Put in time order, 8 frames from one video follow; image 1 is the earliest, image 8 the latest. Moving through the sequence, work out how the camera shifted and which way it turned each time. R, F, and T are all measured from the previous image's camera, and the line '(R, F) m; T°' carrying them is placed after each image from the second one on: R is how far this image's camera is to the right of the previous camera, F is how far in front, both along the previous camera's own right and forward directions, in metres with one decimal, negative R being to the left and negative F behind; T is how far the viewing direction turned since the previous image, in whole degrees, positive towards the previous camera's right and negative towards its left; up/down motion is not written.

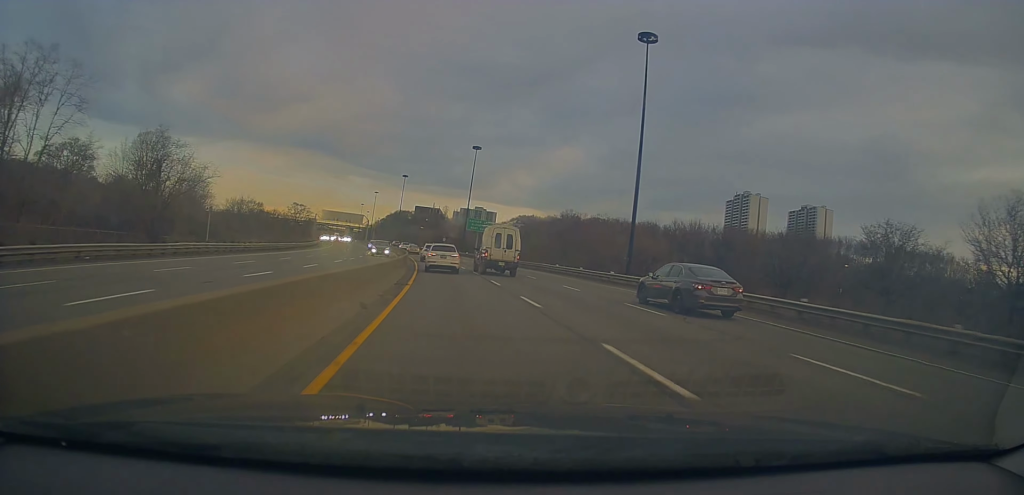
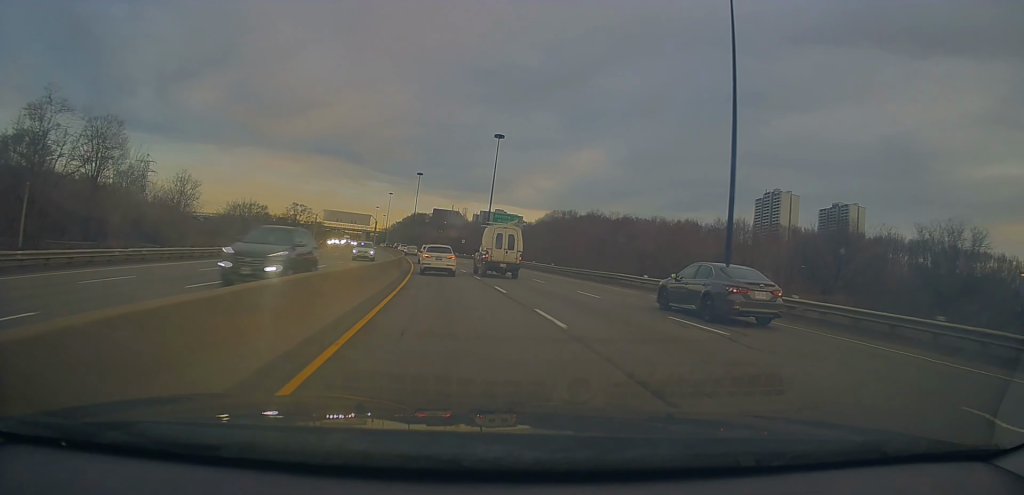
(-0.3, +22.1) m; -1°
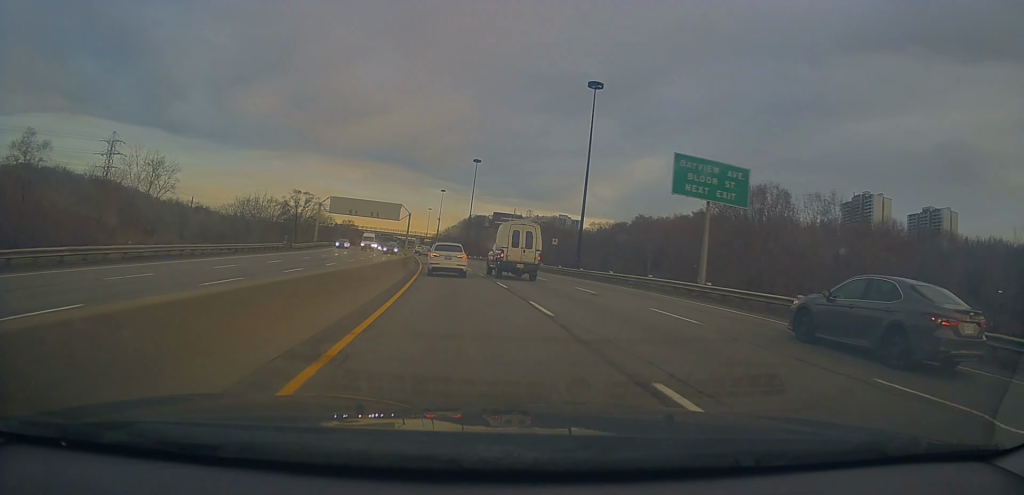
(-1.7, +52.2) m; -5°
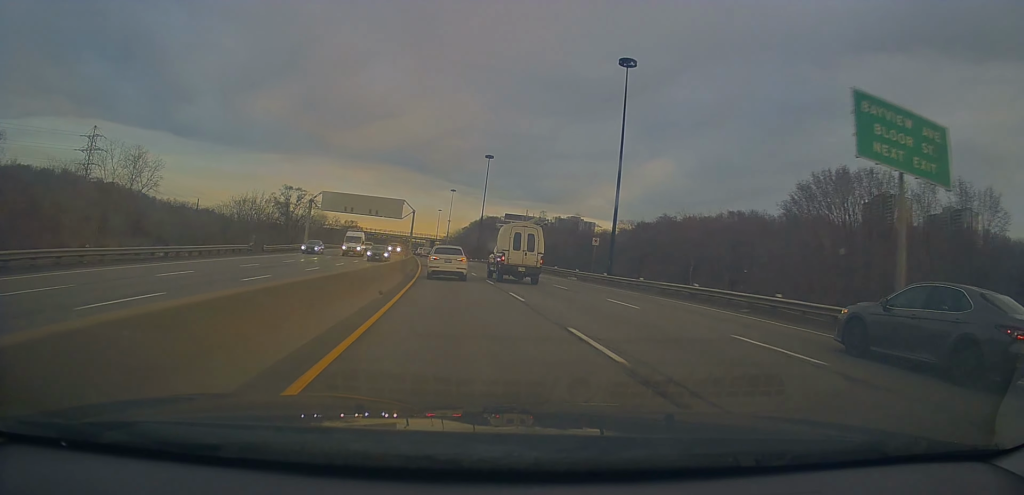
(-0.2, +13.7) m; -2°
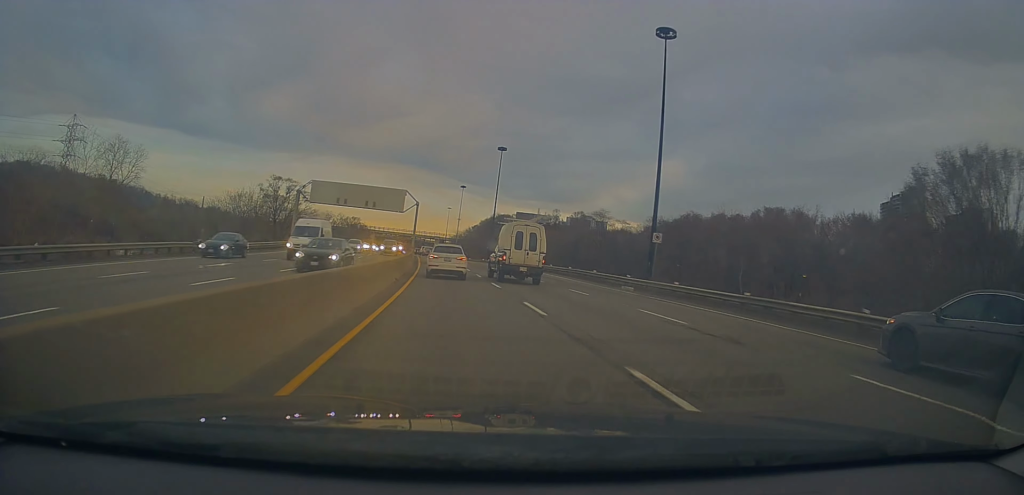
(-0.4, +12.7) m; -1°
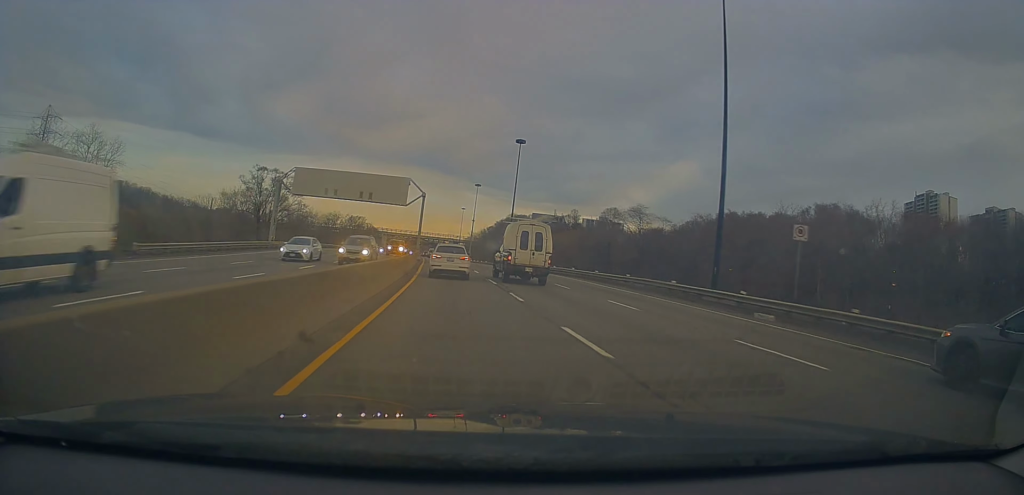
(-0.2, +14.5) m; -1°
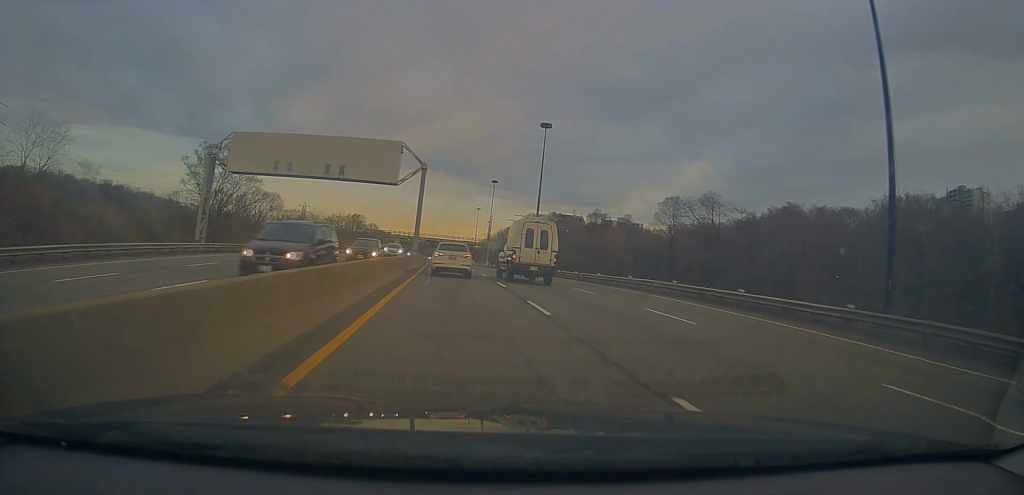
(0.0, +22.5) m; -2°
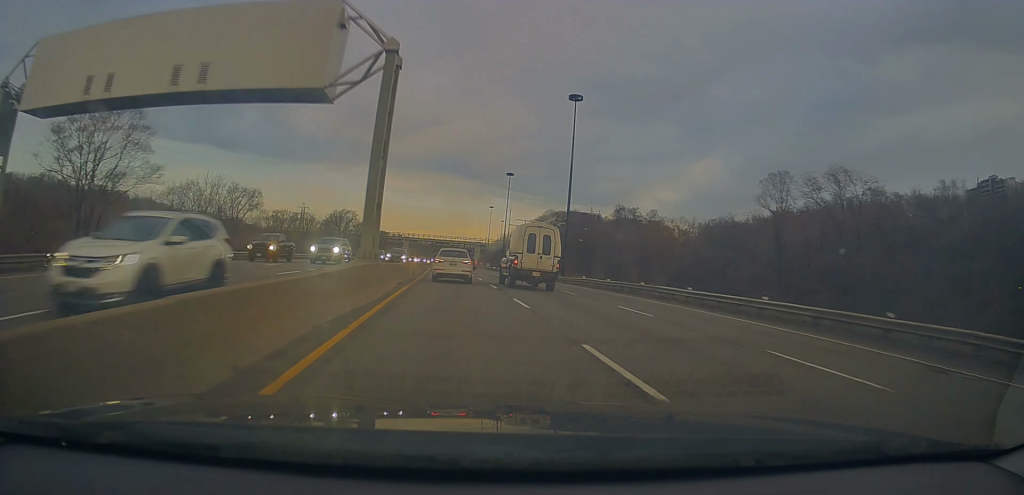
(-0.8, +24.9) m; -1°
